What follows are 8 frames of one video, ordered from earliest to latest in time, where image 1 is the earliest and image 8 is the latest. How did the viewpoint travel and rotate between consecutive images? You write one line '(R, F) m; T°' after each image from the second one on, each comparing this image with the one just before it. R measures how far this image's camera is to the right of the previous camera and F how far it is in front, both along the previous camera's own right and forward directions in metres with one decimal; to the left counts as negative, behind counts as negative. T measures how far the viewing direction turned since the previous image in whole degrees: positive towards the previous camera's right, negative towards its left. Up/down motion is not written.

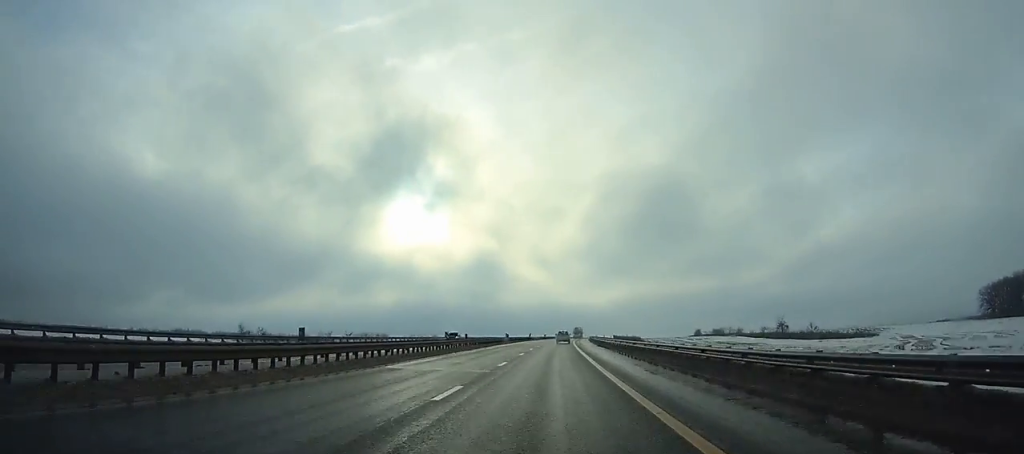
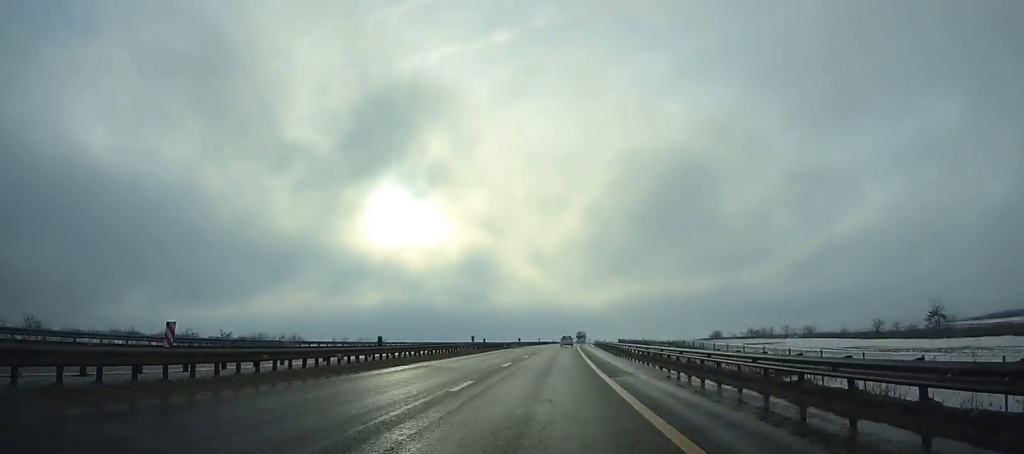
(+0.9, +70.4) m; +2°
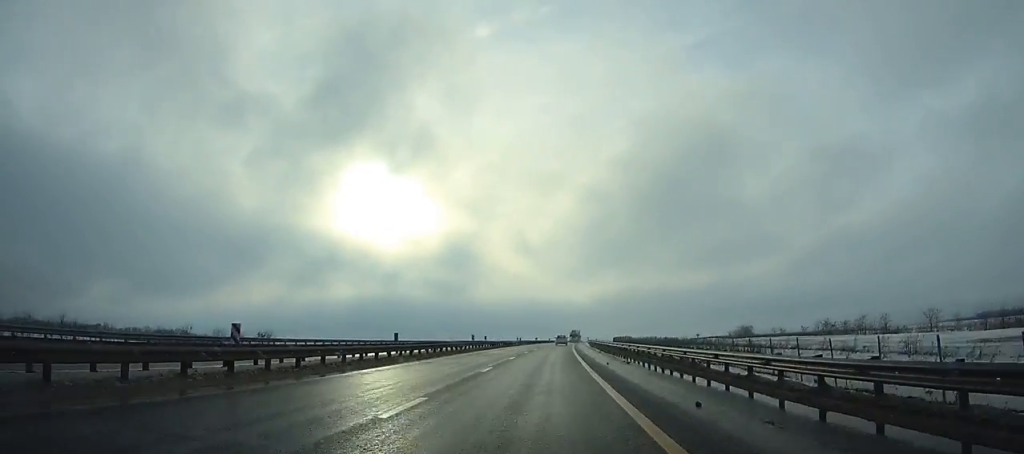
(+1.2, +76.9) m; +2°
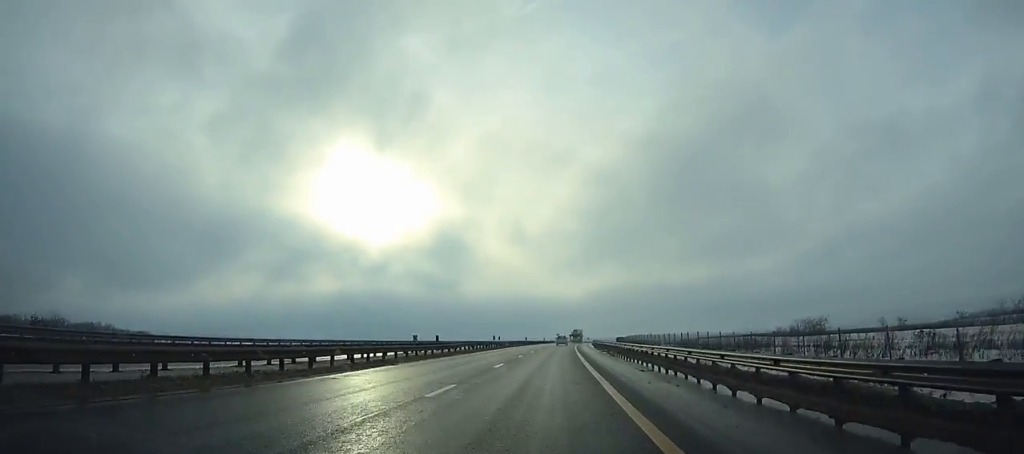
(+1.2, +69.1) m; +2°
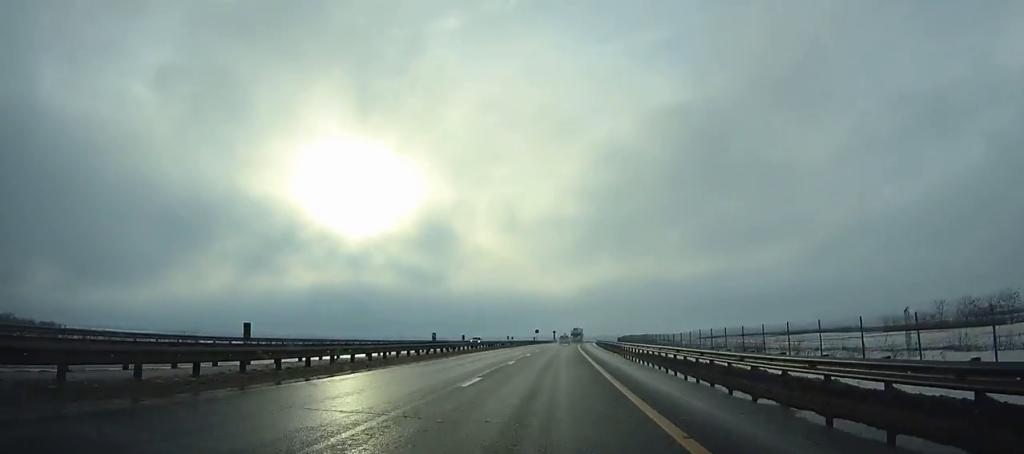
(+1.2, +69.7) m; +2°
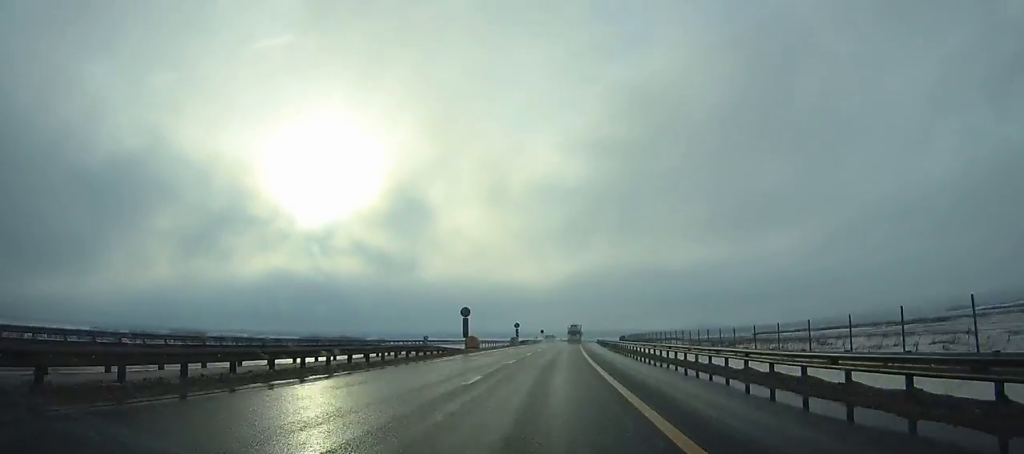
(+3.5, +129.2) m; +4°
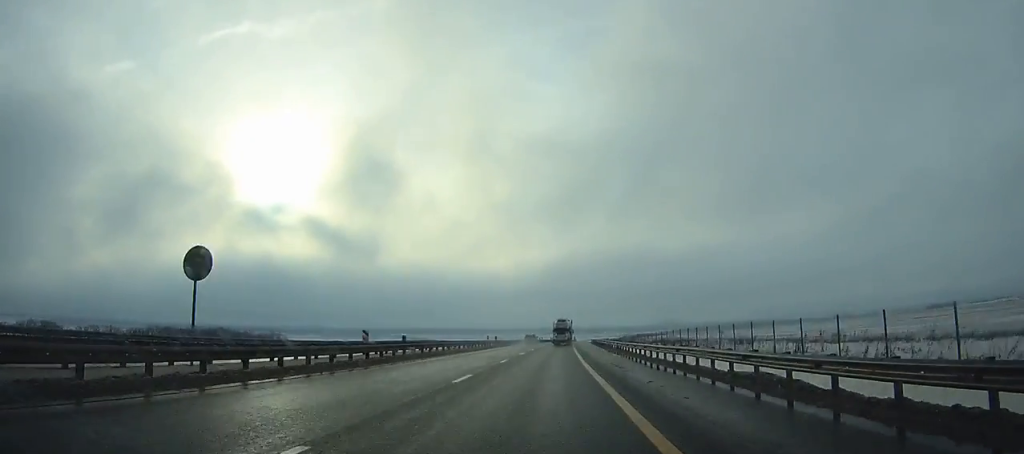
(+4.7, +131.1) m; +3°
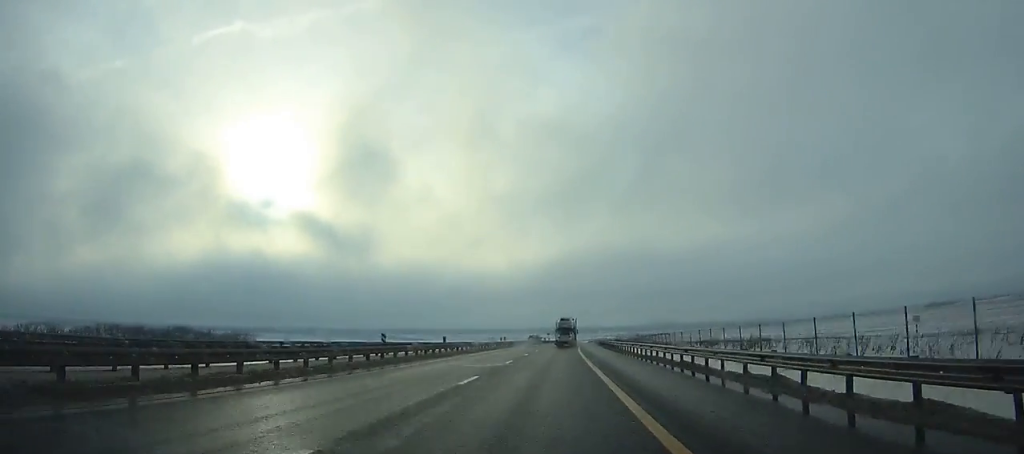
(+0.1, +36.0) m; +1°
